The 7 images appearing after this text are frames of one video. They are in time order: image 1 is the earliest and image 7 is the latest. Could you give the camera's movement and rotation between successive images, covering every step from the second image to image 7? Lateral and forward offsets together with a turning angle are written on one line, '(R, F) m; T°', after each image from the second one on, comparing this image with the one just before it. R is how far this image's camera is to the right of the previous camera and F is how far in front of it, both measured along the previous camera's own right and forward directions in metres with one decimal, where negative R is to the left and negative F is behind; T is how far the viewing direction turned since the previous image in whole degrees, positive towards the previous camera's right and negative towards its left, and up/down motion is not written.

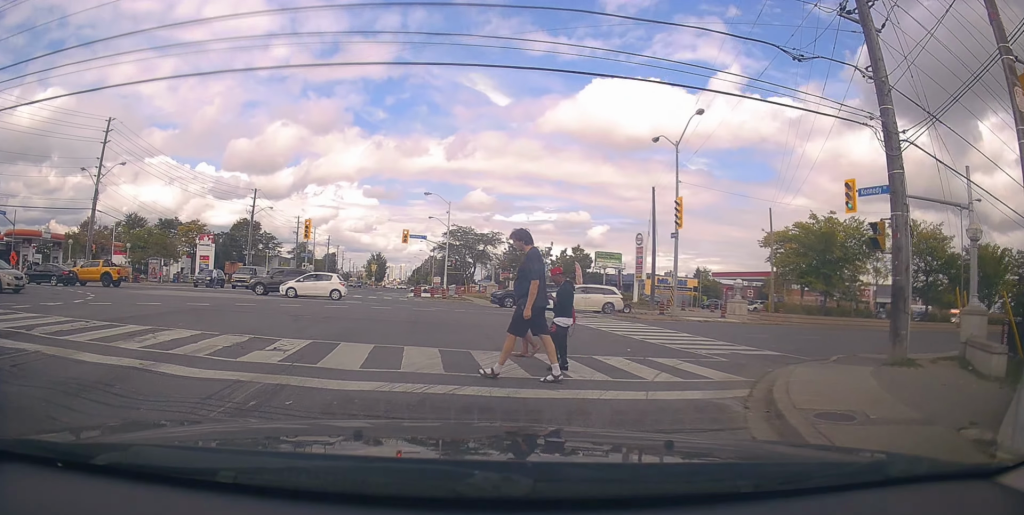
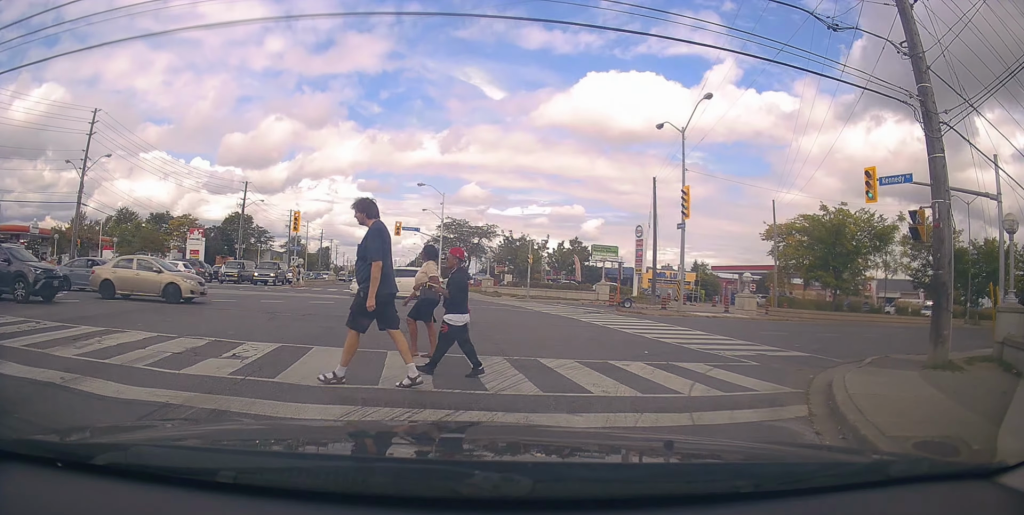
(-0.1, +2.8) m; -1°
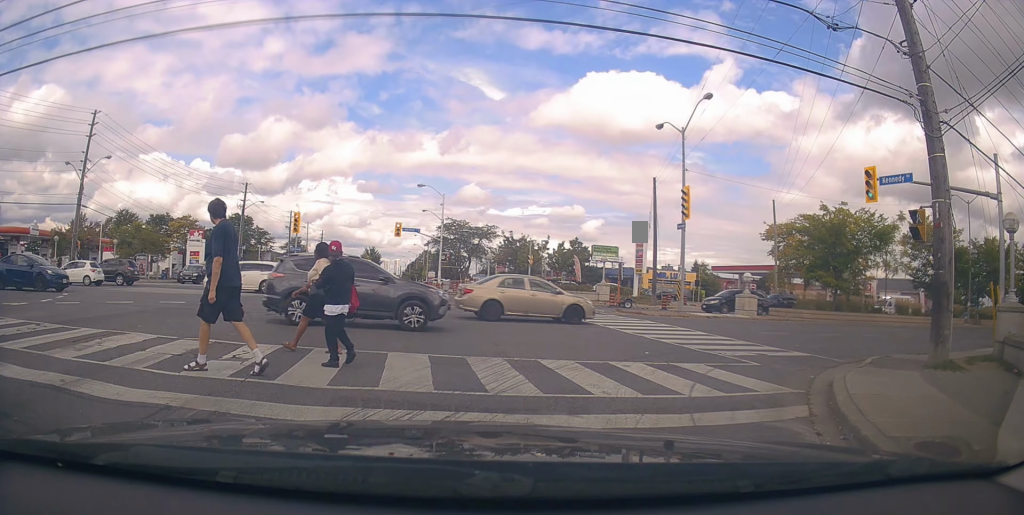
(0.0, +0.4) m; 0°
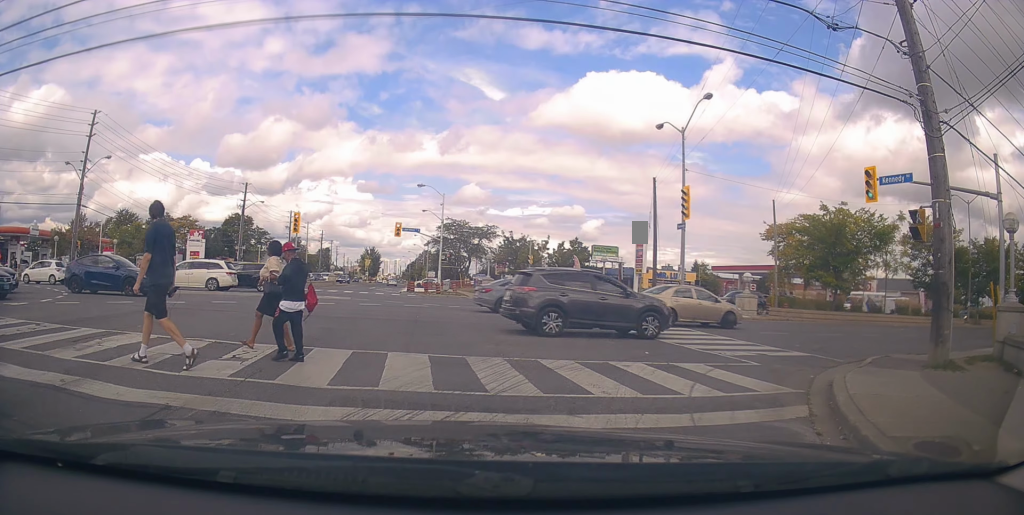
(0.0, 0.0) m; 0°
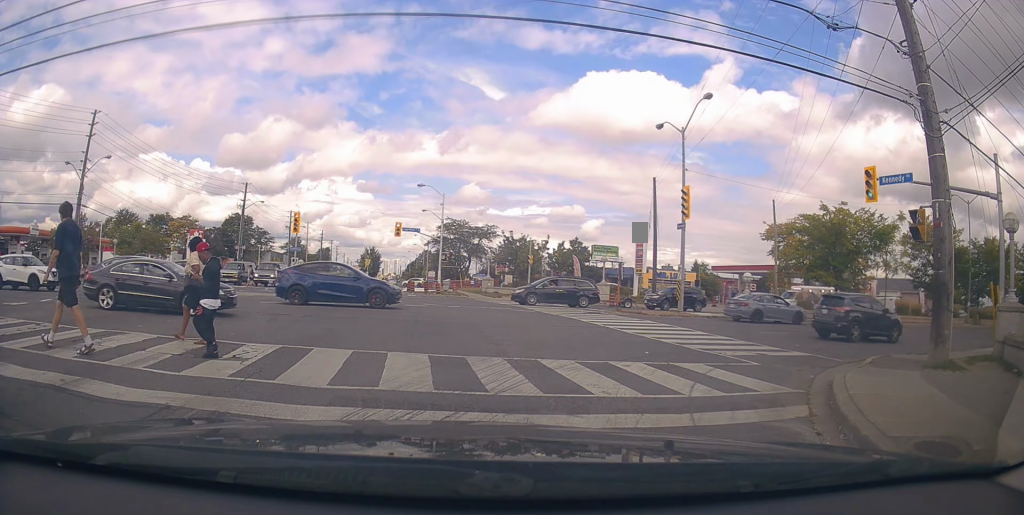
(0.0, 0.0) m; 0°
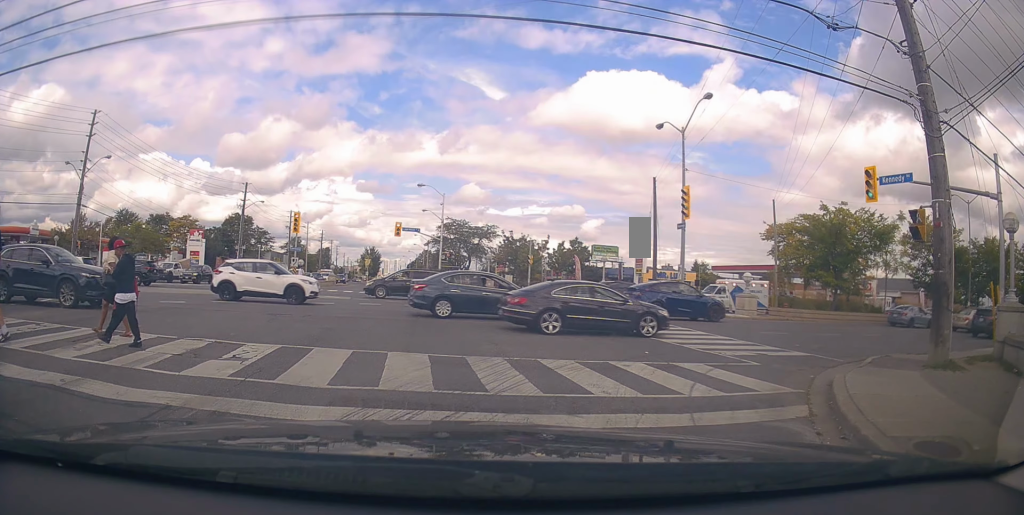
(0.0, 0.0) m; 0°
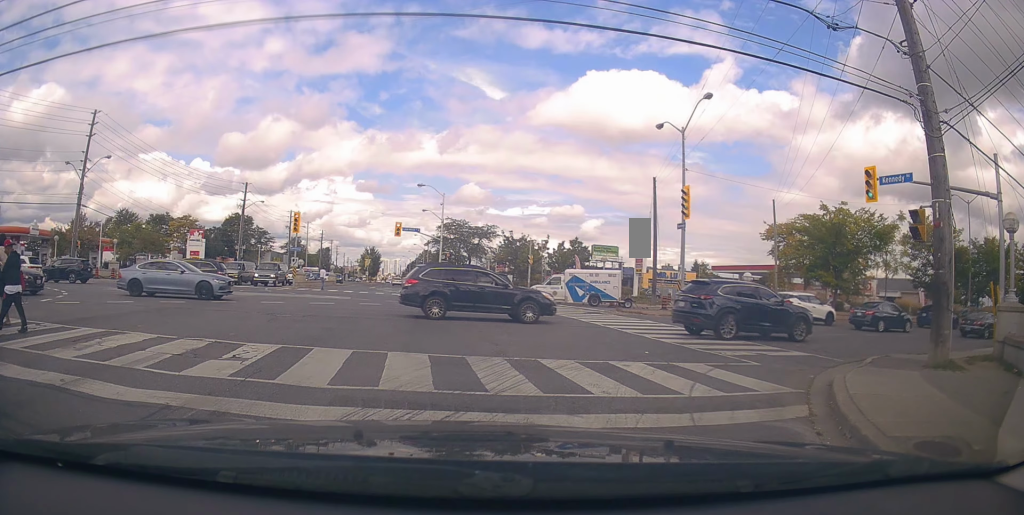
(0.0, 0.0) m; 0°
